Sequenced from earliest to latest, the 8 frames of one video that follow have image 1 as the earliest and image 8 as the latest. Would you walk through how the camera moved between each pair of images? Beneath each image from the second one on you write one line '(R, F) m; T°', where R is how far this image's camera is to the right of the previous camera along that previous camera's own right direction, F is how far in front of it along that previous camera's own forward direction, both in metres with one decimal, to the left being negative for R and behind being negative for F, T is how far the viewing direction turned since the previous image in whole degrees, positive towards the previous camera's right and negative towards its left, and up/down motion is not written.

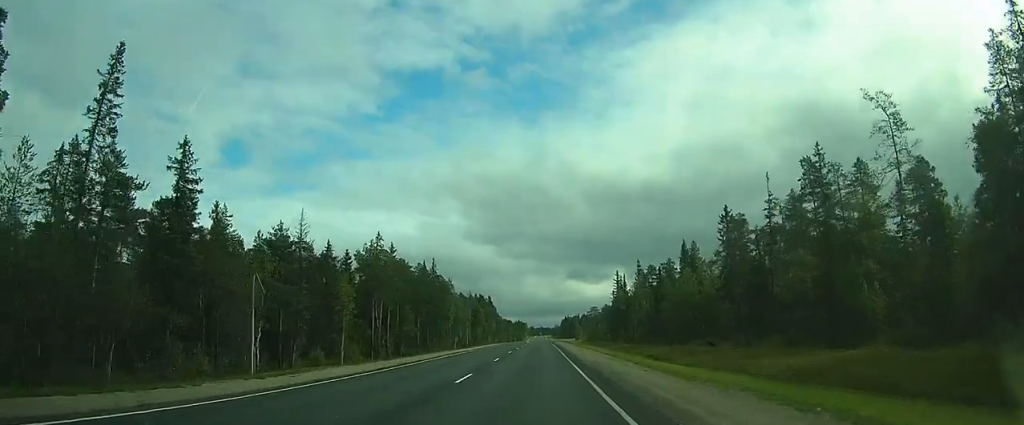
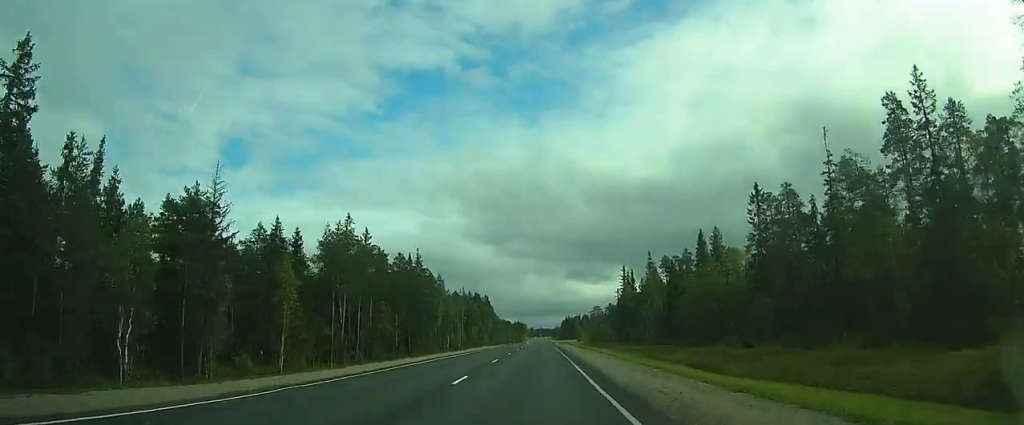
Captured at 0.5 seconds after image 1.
(0.0, +13.2) m; 0°
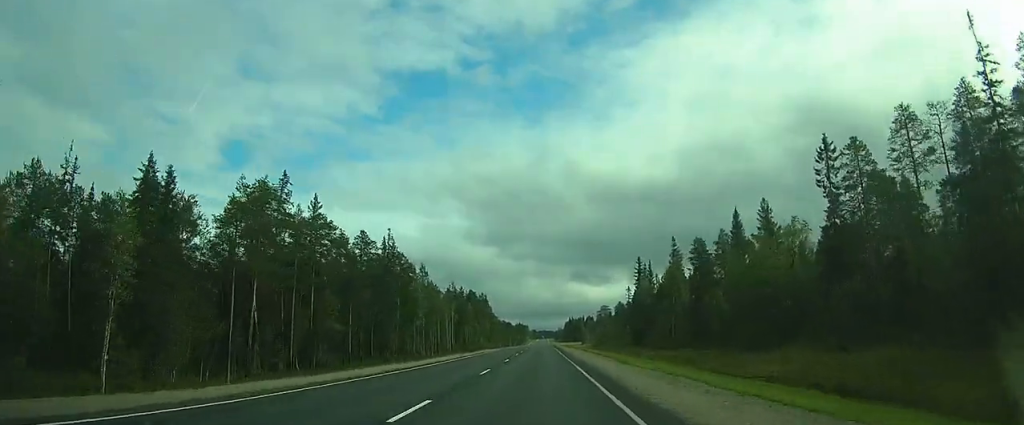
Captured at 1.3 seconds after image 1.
(0.0, +19.0) m; 0°
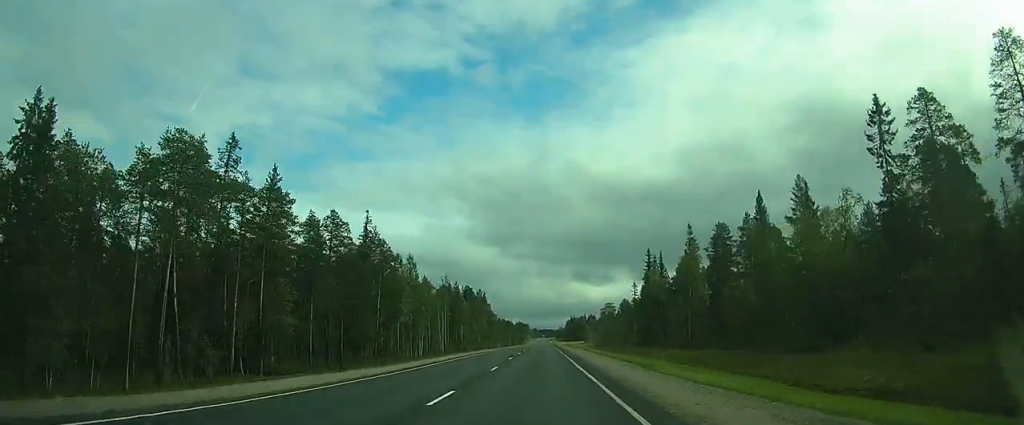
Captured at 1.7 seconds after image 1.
(-0.1, +10.1) m; 0°
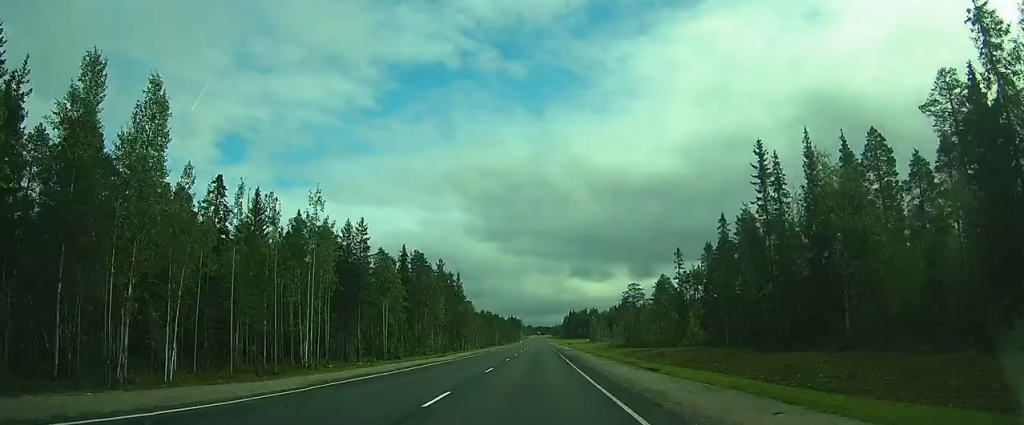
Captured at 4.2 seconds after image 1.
(+0.1, +63.4) m; 0°
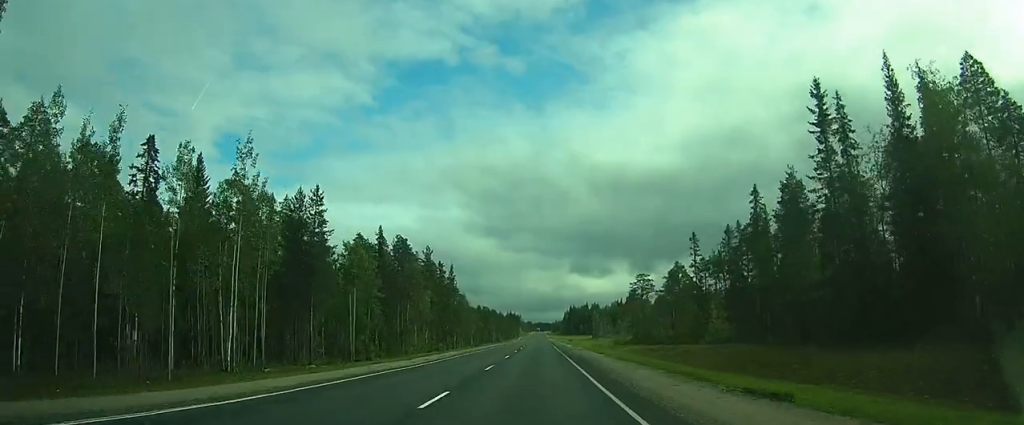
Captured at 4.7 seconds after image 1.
(0.0, +12.8) m; 0°
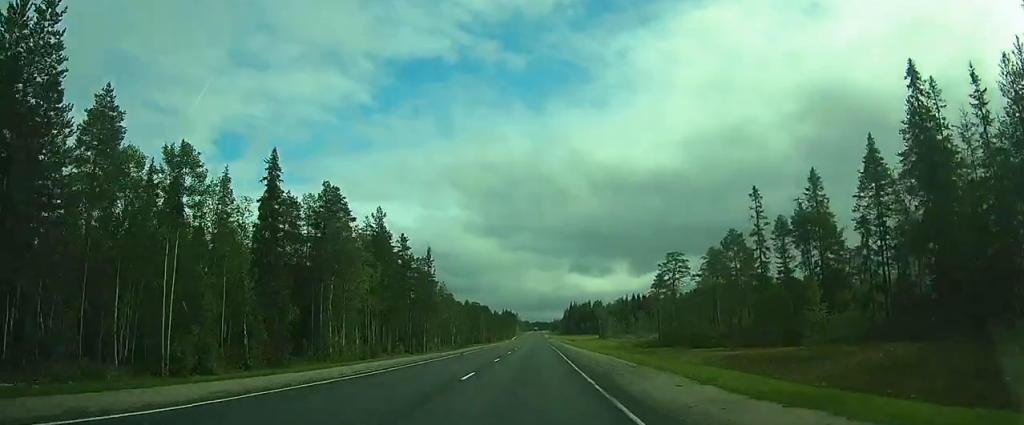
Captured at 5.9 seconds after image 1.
(-0.1, +31.5) m; 0°
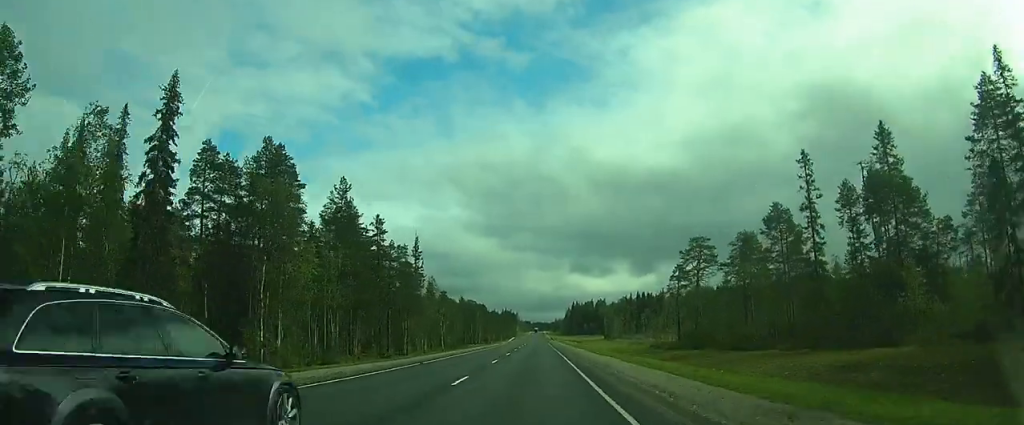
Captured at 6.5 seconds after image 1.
(0.0, +14.6) m; 0°
